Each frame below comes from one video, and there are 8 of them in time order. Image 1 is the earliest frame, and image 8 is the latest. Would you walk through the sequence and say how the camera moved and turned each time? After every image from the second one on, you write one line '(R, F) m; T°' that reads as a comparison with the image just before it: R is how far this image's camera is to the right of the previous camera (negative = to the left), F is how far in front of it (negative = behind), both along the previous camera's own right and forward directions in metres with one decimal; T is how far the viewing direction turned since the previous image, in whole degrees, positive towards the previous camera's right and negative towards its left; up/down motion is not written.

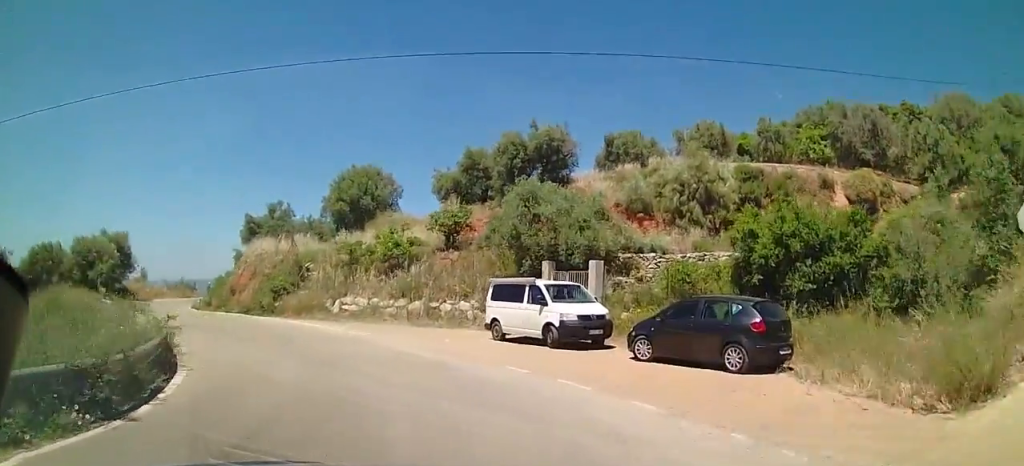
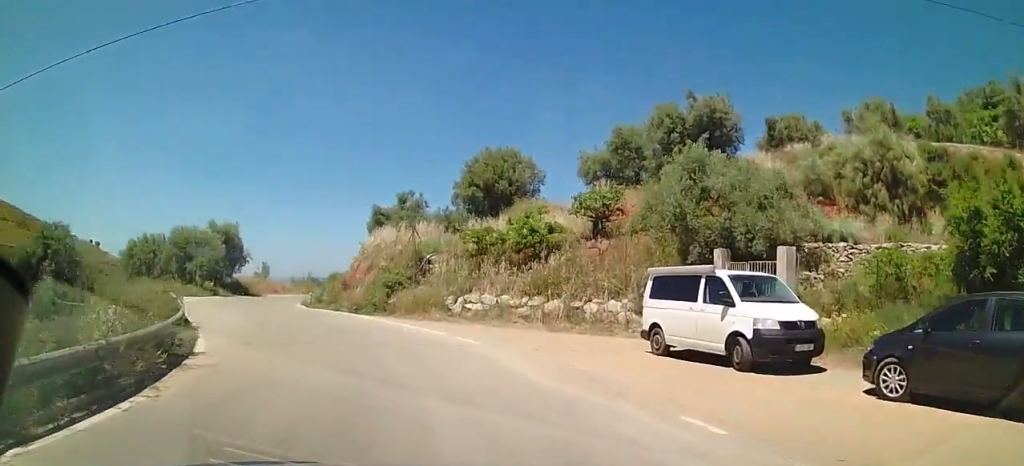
(-0.6, +5.3) m; -15°
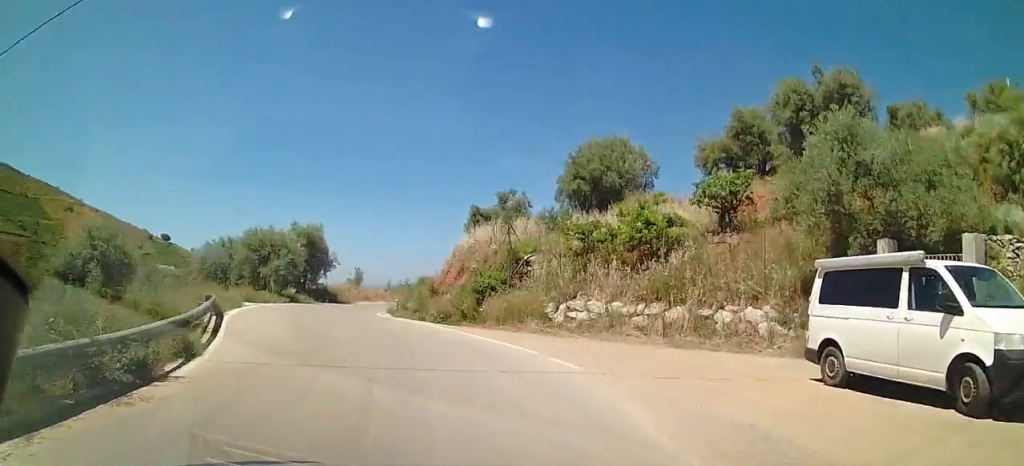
(-0.2, +3.8) m; -10°
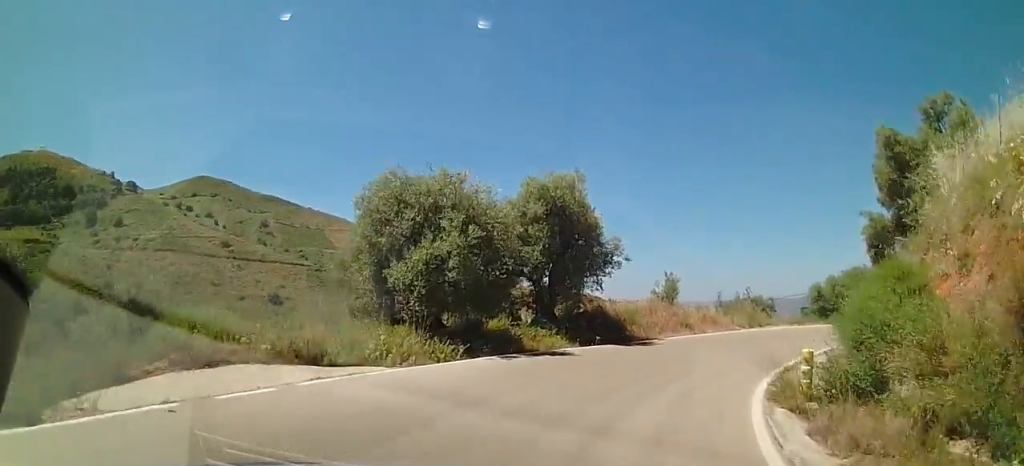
(-7.8, +23.2) m; -26°
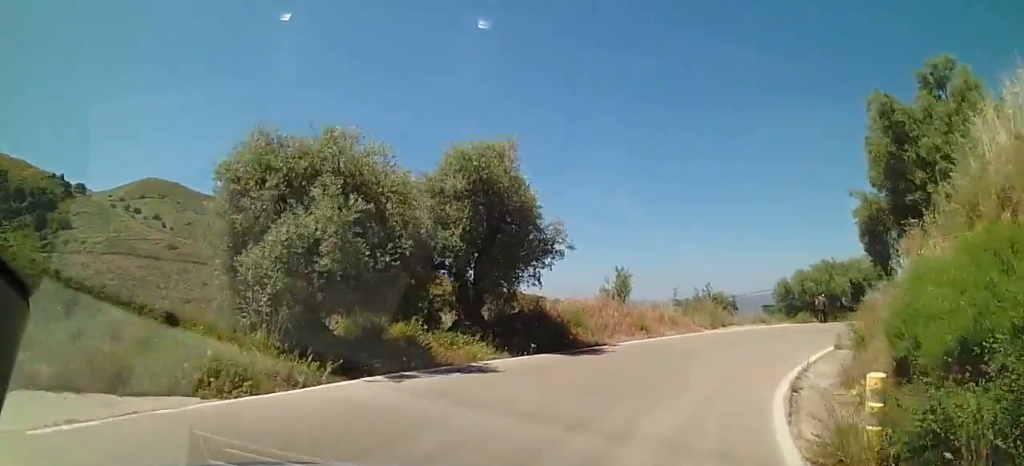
(0.0, +4.3) m; +4°
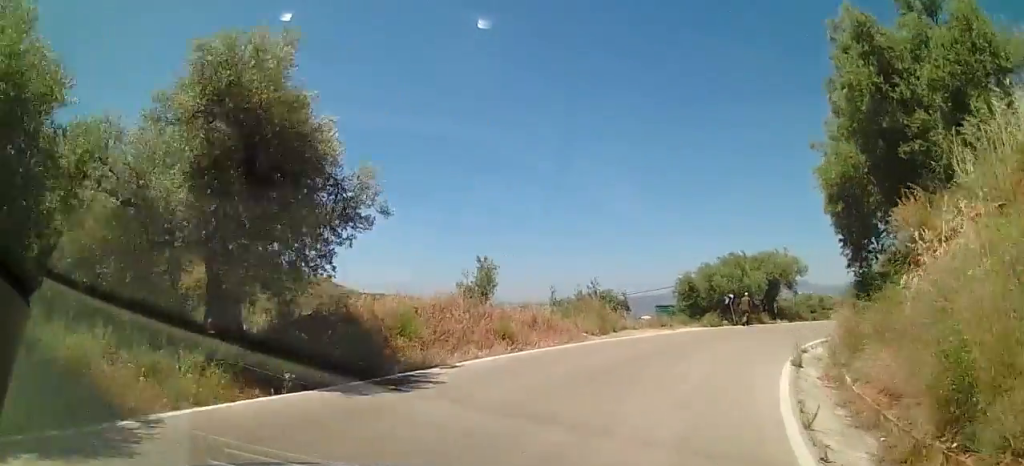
(+0.1, +7.0) m; +7°
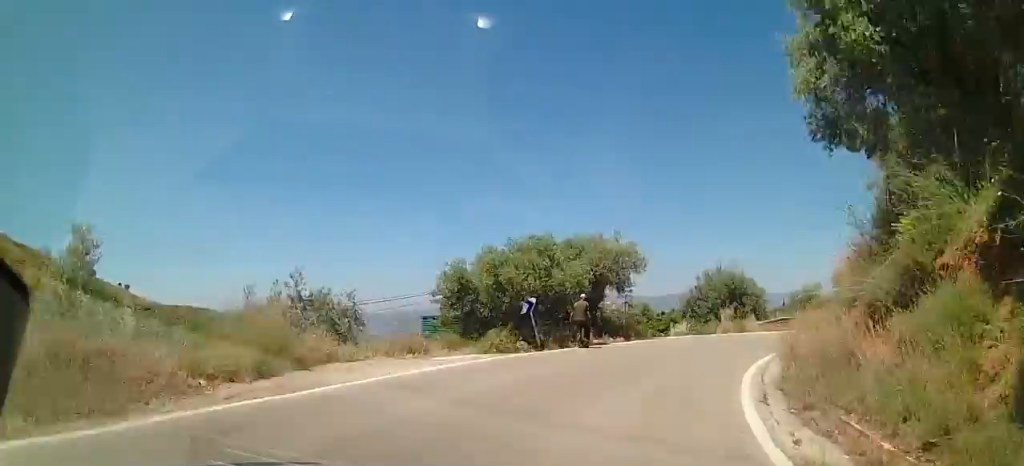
(+1.7, +12.9) m; +15°
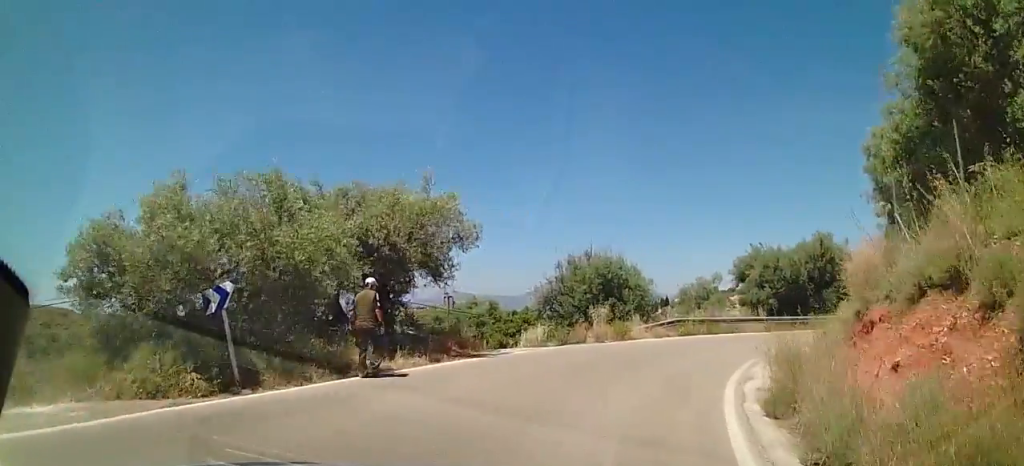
(+1.3, +9.8) m; +16°
